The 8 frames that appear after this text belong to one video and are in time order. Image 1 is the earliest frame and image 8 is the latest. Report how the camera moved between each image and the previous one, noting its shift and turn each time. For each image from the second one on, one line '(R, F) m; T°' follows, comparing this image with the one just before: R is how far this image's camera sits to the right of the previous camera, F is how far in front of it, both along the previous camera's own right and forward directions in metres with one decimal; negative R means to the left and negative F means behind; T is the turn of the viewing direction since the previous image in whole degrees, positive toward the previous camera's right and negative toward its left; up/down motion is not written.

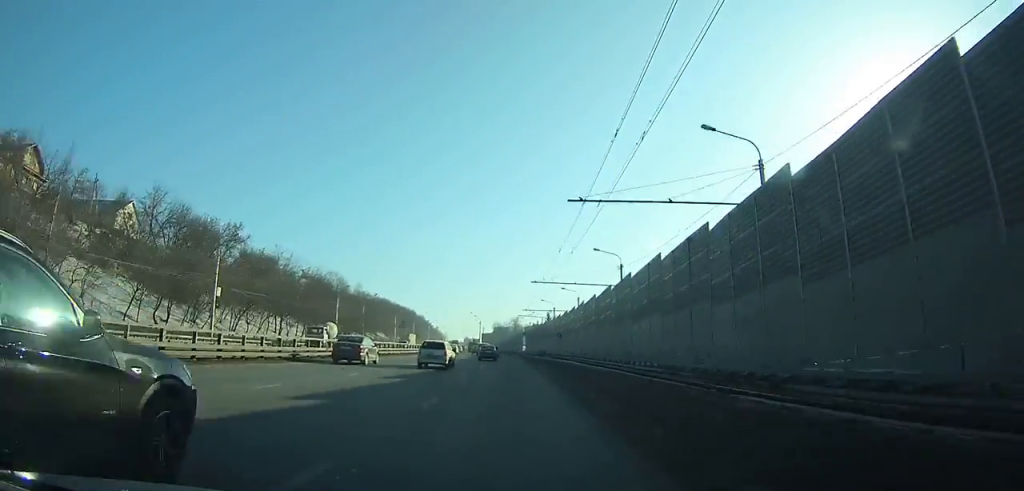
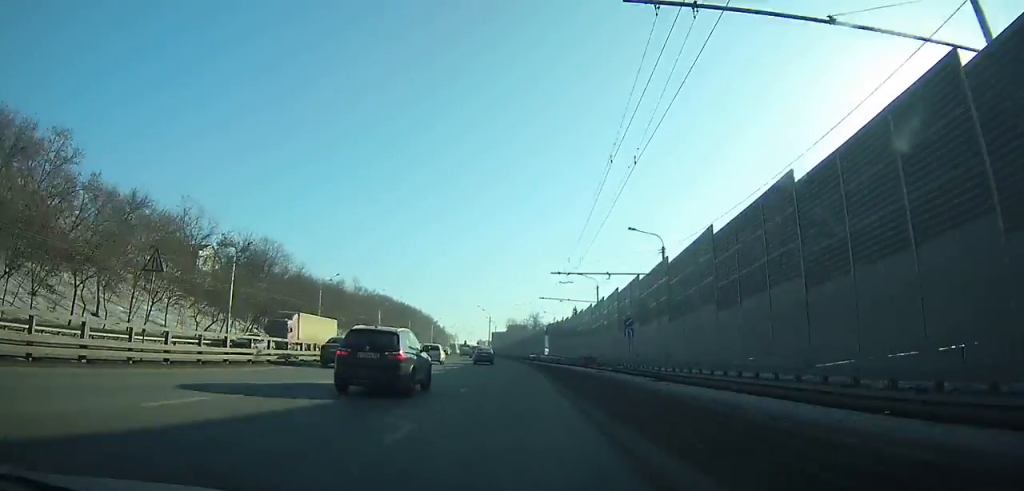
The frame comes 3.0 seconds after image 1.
(-0.9, +42.9) m; -3°
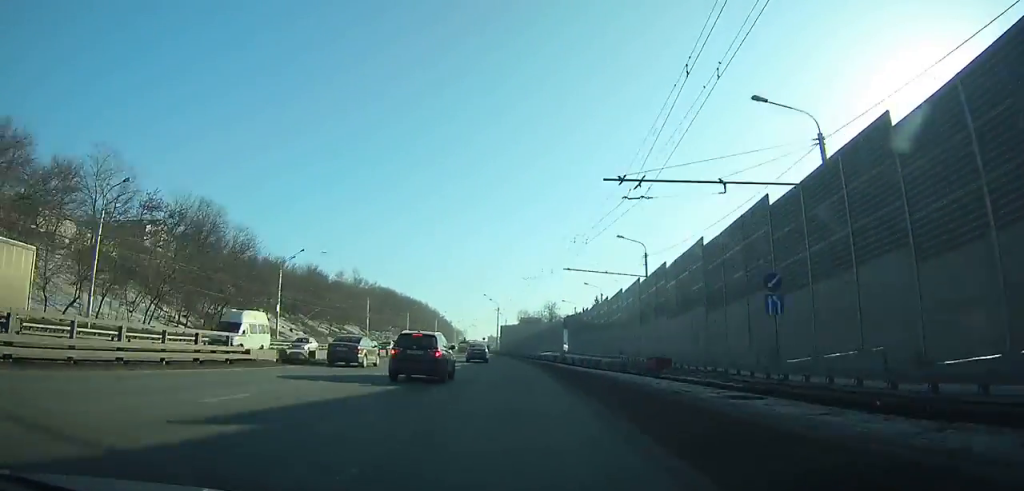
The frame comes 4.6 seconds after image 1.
(-0.2, +22.1) m; -2°
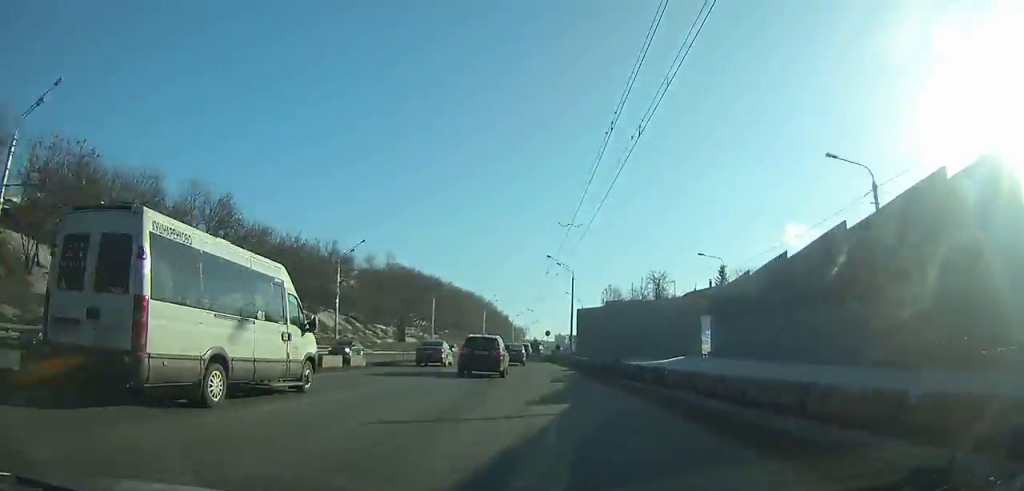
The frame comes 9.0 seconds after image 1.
(-2.7, +57.4) m; -4°
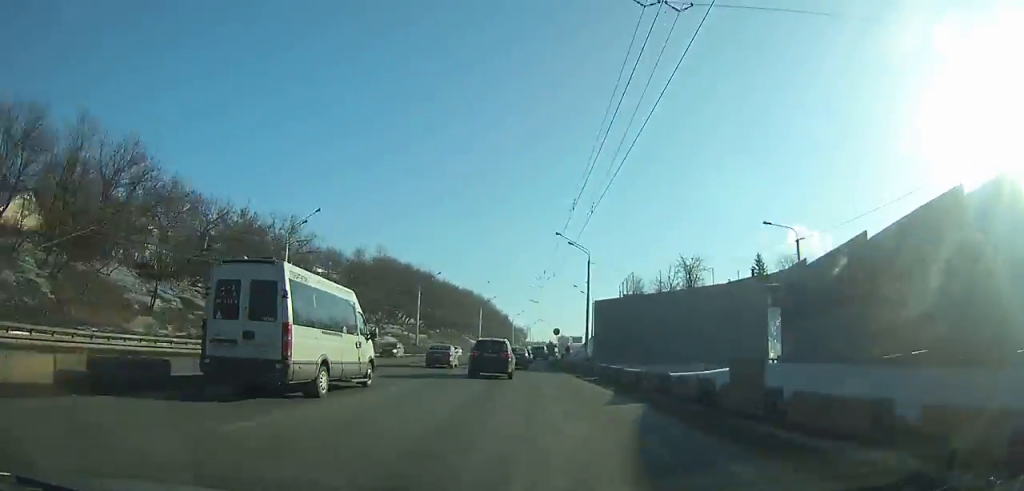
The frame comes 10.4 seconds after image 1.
(-0.2, +17.7) m; 0°
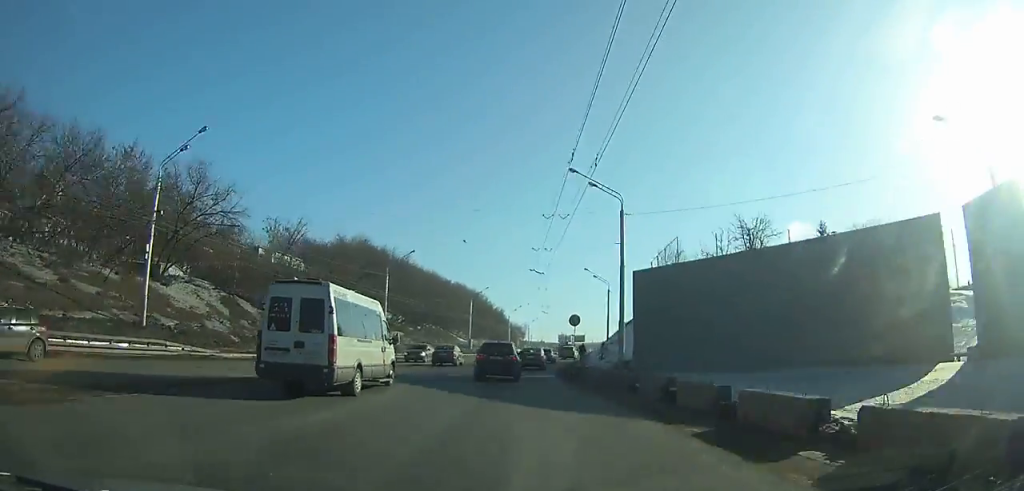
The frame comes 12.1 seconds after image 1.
(-0.3, +21.1) m; +2°
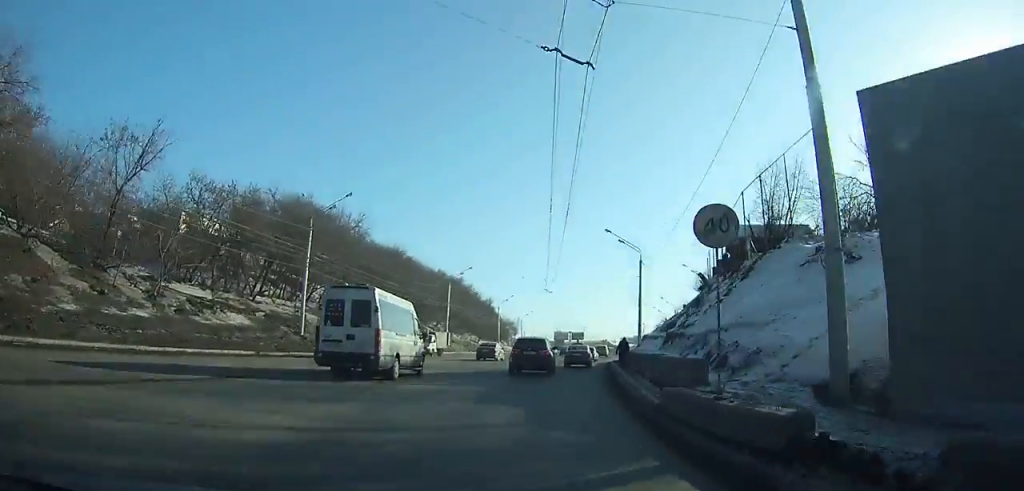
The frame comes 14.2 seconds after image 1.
(+0.7, +26.0) m; +3°
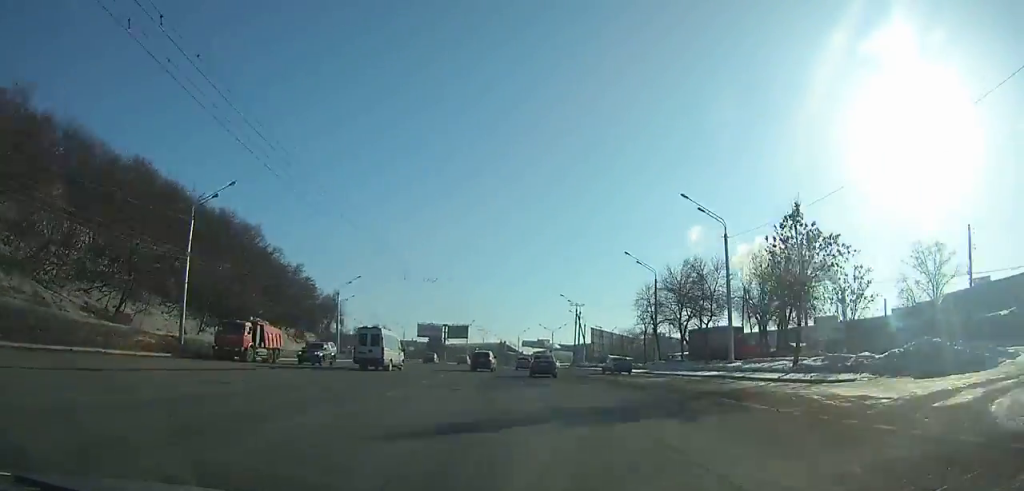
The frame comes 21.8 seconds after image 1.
(+8.3, +95.9) m; +6°
